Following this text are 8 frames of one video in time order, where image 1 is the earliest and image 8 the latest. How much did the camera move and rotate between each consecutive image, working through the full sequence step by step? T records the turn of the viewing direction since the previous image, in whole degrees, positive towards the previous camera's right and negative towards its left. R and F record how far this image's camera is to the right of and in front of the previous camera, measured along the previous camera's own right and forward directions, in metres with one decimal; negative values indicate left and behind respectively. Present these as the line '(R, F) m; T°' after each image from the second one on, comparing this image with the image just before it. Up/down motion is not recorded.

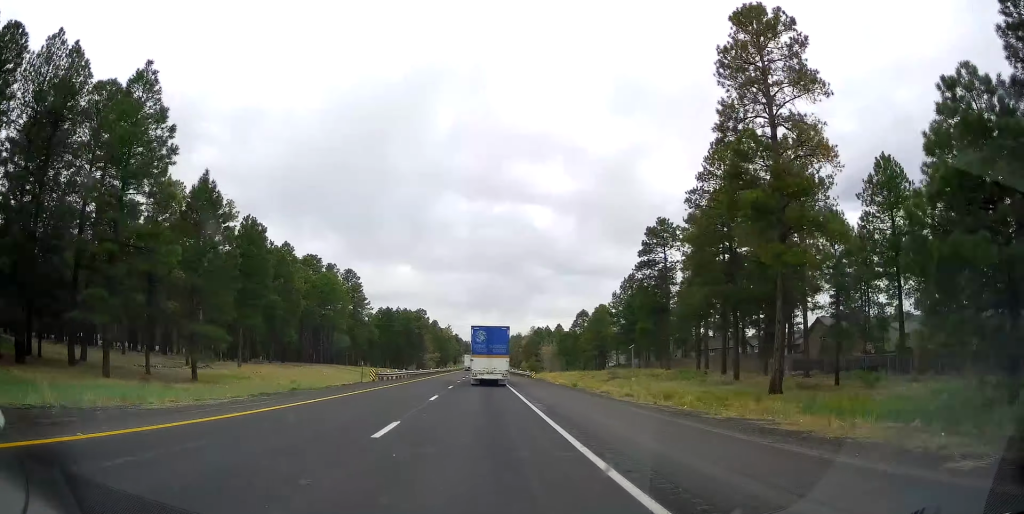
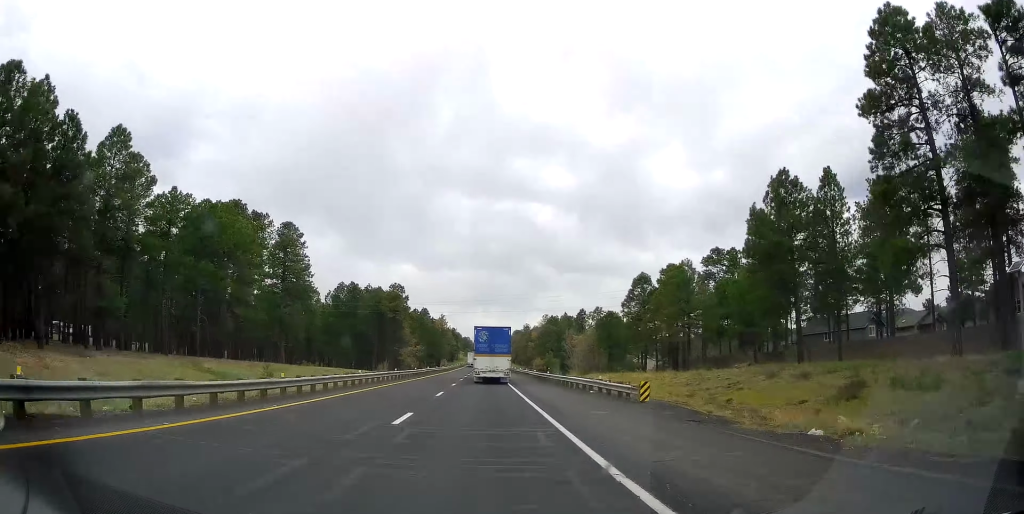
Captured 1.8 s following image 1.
(+0.2, +47.1) m; 0°
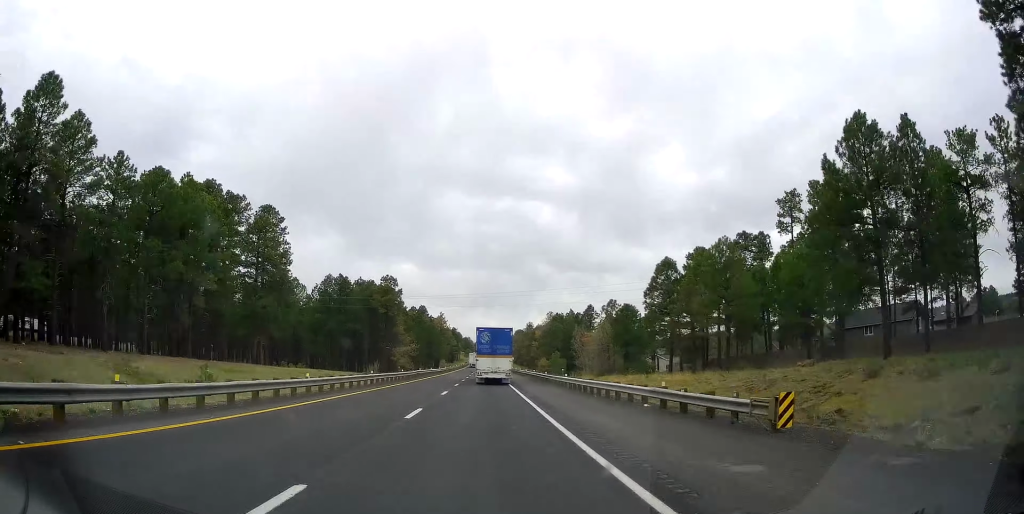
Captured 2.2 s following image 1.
(+0.1, +10.4) m; 0°
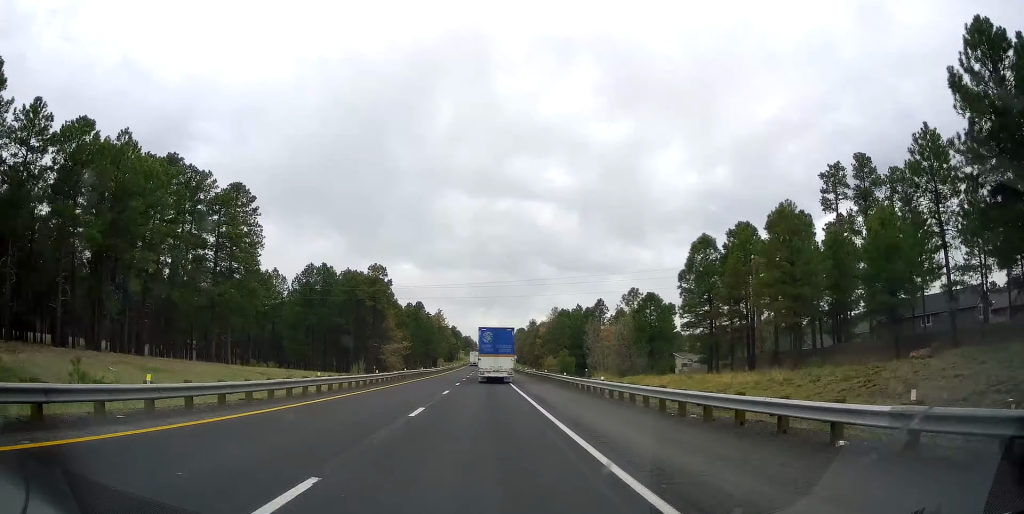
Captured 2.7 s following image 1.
(-0.2, +12.1) m; 0°
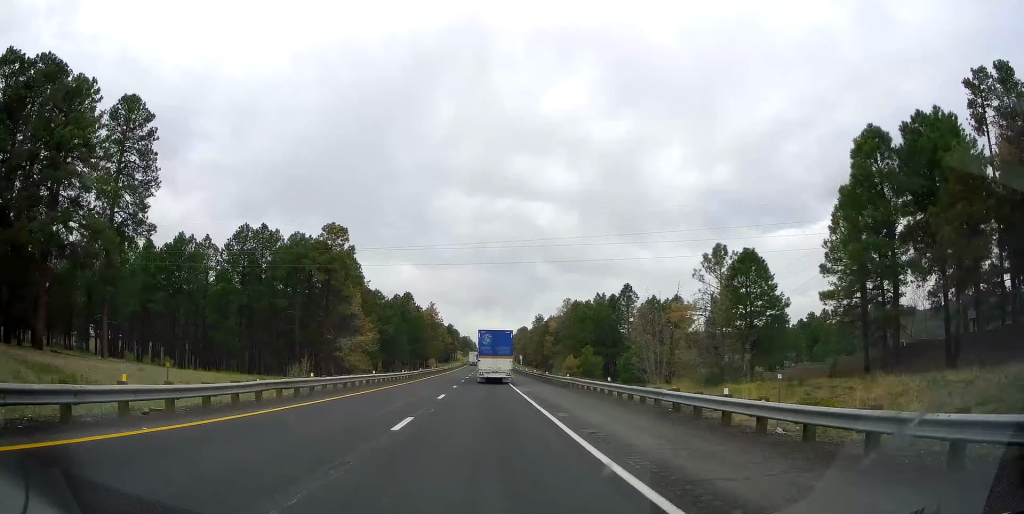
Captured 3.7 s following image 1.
(0.0, +27.6) m; +1°
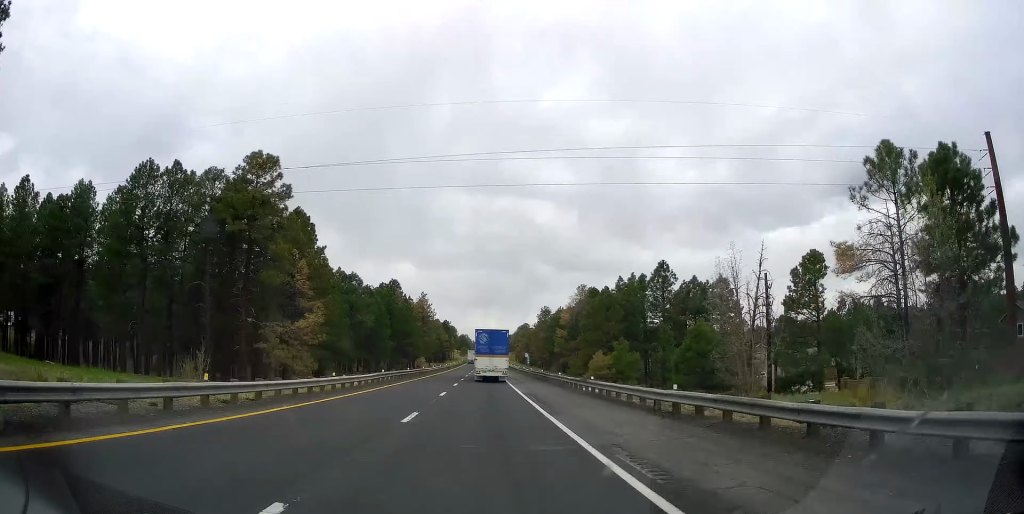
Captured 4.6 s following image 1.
(+0.2, +22.6) m; 0°
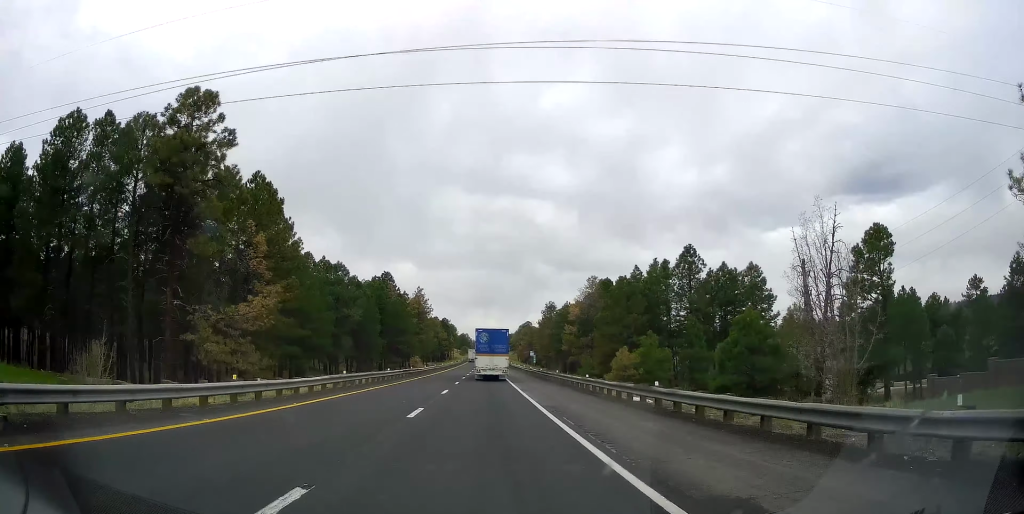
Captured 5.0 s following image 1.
(+0.1, +11.3) m; 0°
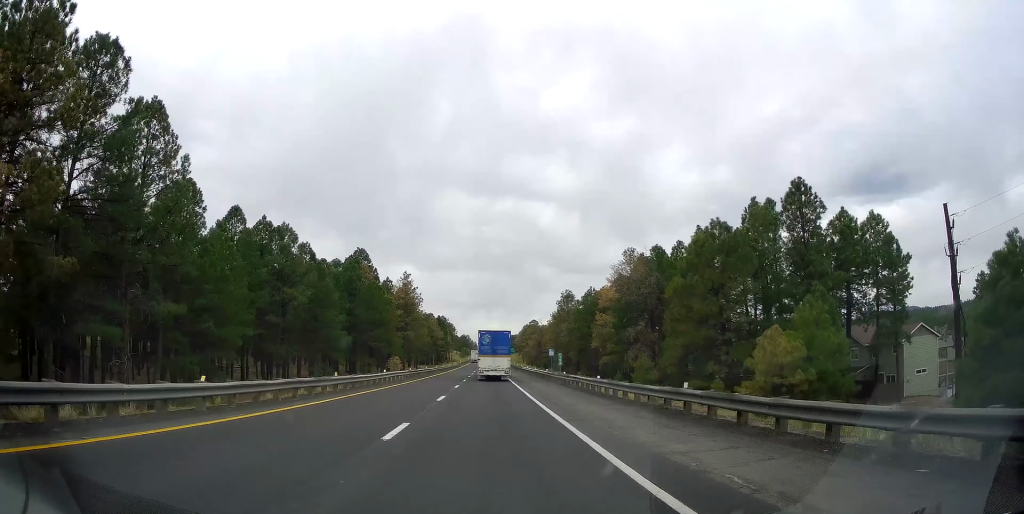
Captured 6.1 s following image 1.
(-0.4, +28.9) m; +1°
